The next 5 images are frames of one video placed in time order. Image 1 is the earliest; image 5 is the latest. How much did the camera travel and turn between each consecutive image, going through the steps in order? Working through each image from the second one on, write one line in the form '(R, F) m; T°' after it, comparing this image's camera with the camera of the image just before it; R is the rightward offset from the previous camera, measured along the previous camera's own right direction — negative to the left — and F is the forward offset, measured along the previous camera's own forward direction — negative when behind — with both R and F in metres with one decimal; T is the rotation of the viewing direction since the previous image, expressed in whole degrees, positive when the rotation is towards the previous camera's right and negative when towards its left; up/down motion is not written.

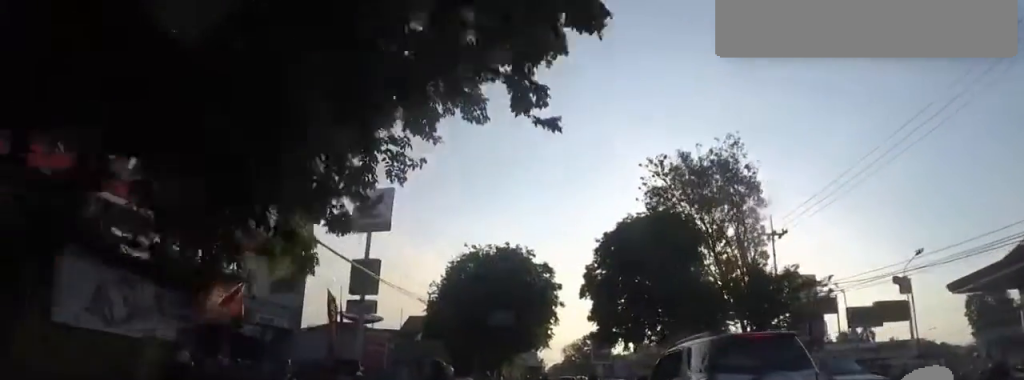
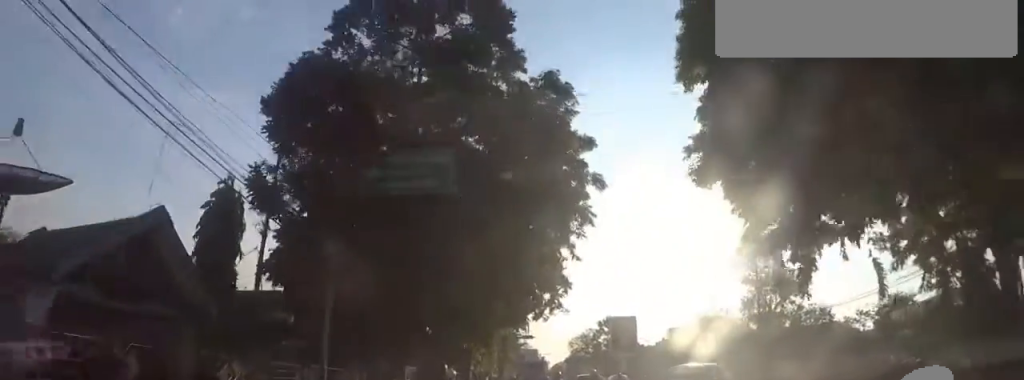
(-0.1, +26.5) m; -1°
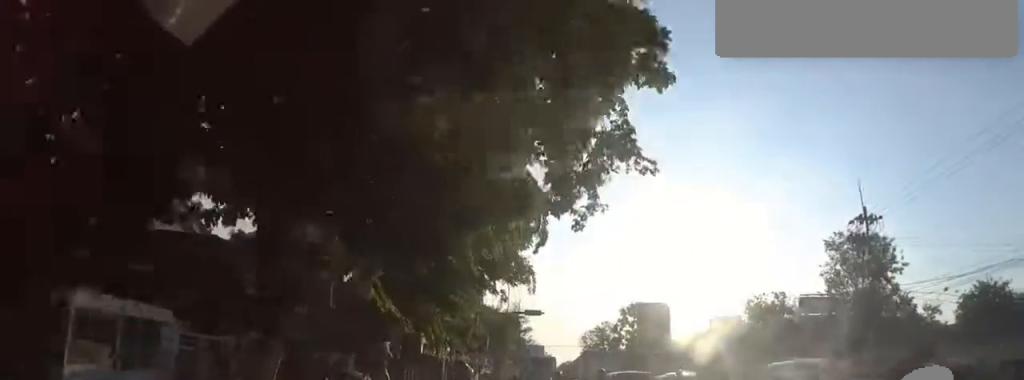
(+0.1, +13.9) m; +4°
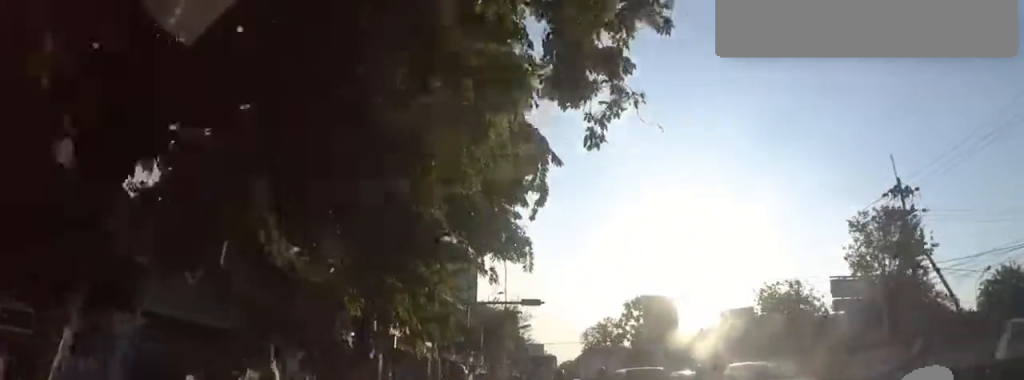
(+0.3, +3.5) m; +1°
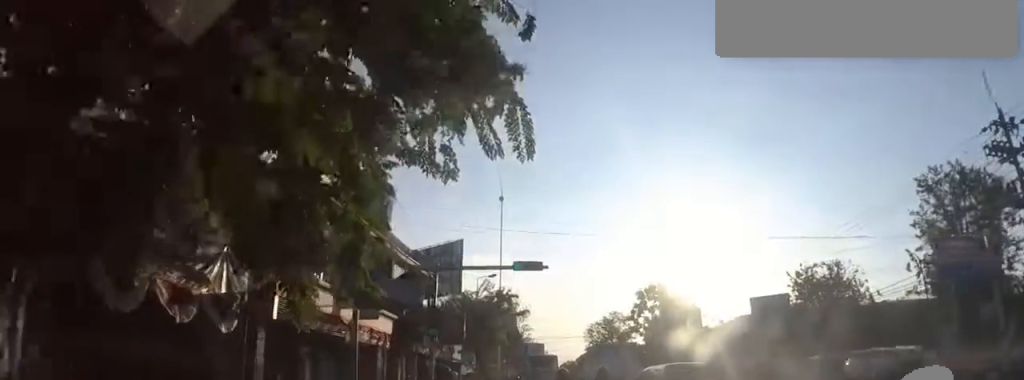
(-0.4, +7.3) m; -10°
